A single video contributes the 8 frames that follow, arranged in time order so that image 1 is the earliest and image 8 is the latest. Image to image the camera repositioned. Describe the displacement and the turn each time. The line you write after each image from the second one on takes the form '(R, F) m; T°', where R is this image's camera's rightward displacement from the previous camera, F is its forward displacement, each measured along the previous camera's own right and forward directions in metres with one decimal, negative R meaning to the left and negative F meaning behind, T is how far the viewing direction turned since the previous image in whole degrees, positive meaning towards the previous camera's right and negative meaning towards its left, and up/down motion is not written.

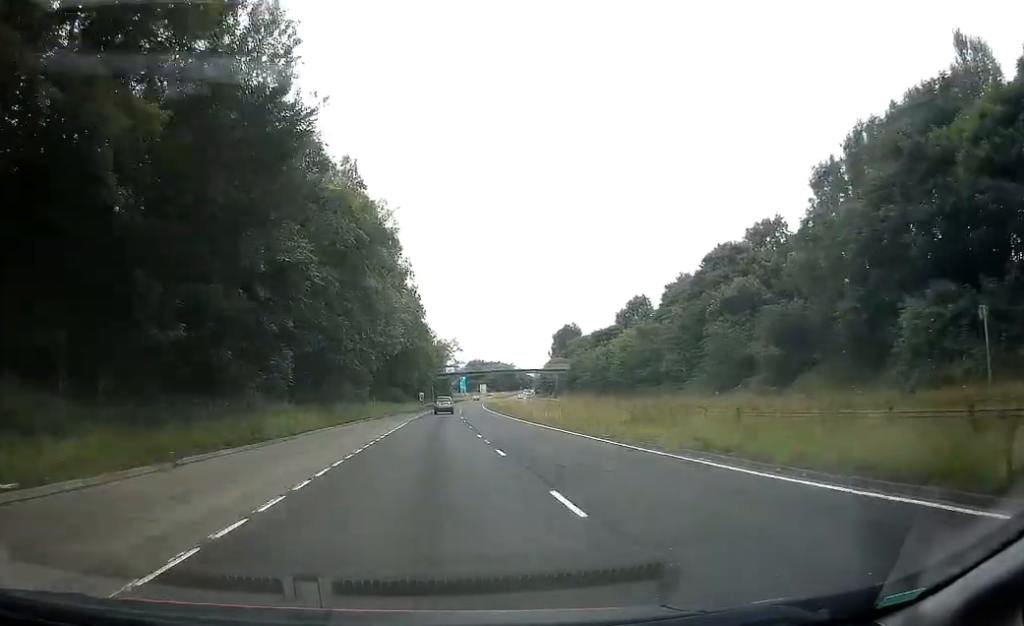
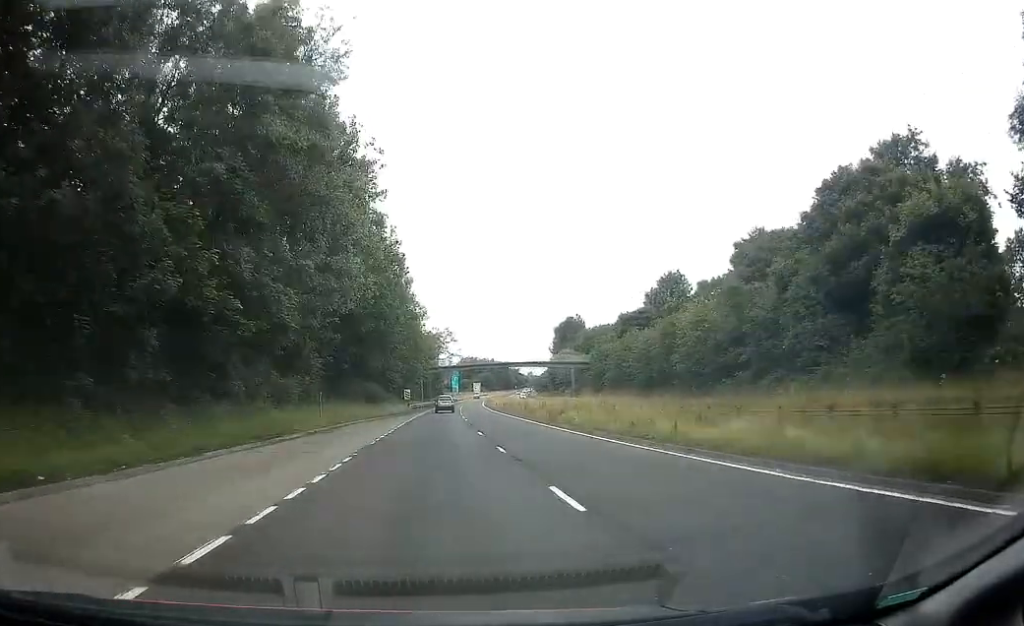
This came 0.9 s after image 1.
(-0.4, +26.8) m; +1°
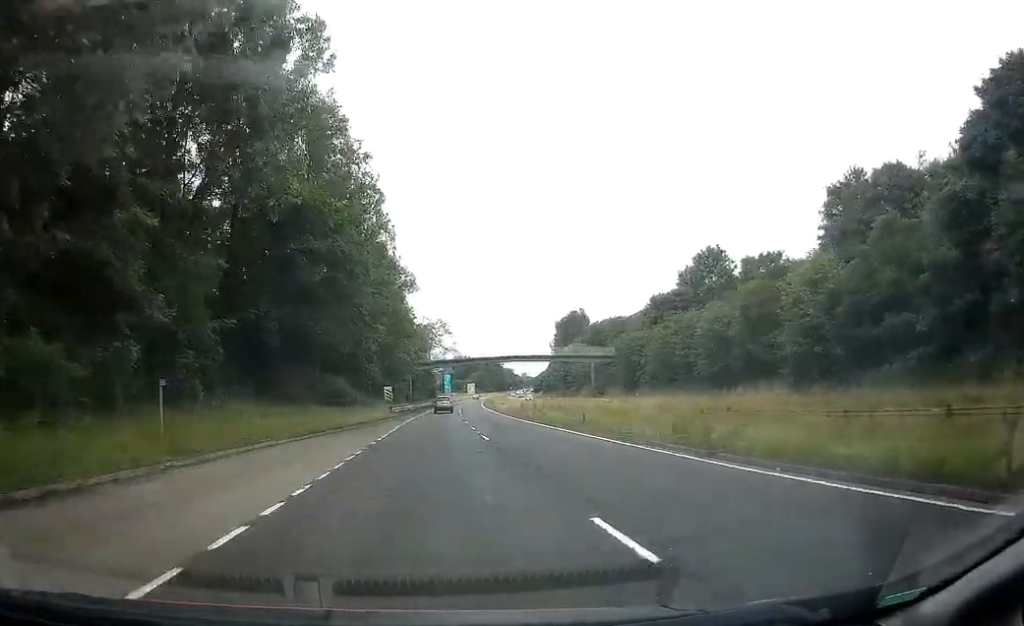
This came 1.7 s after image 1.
(+0.6, +21.1) m; +1°
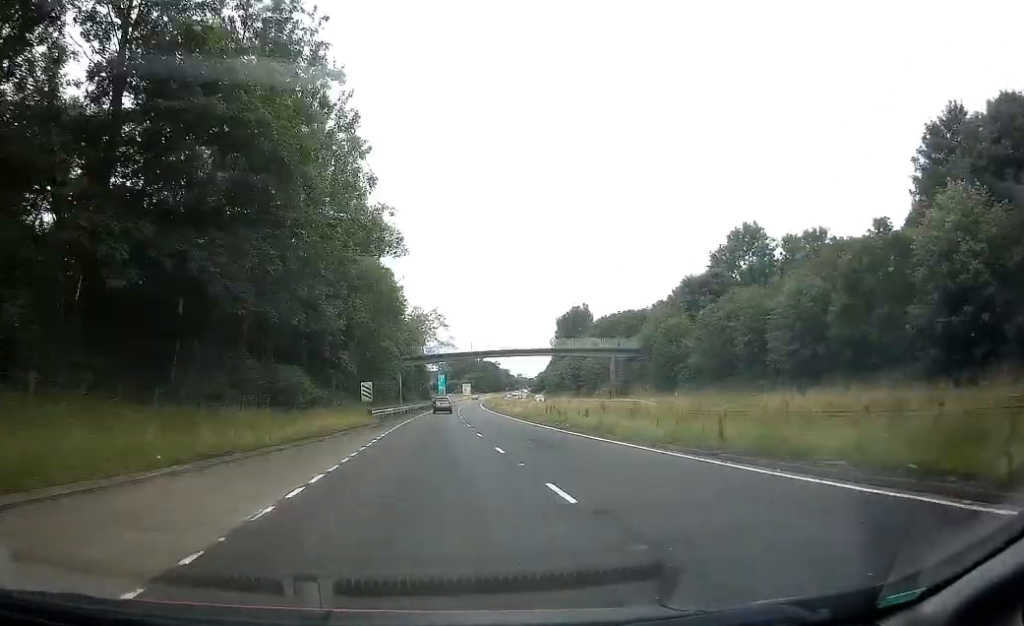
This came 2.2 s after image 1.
(+0.1, +13.4) m; 0°
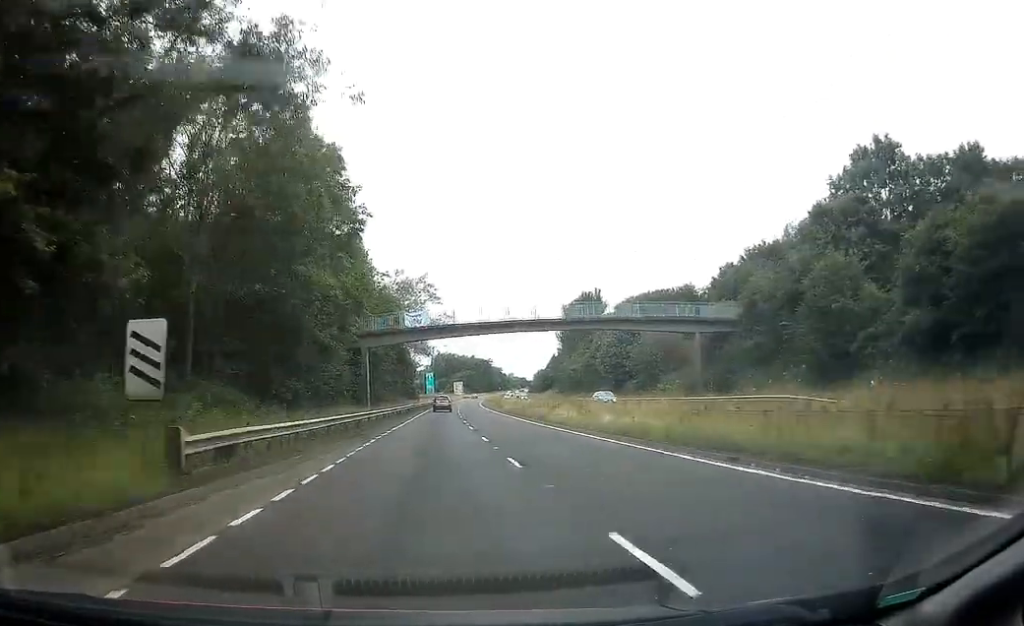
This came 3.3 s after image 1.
(-0.1, +31.7) m; +1°
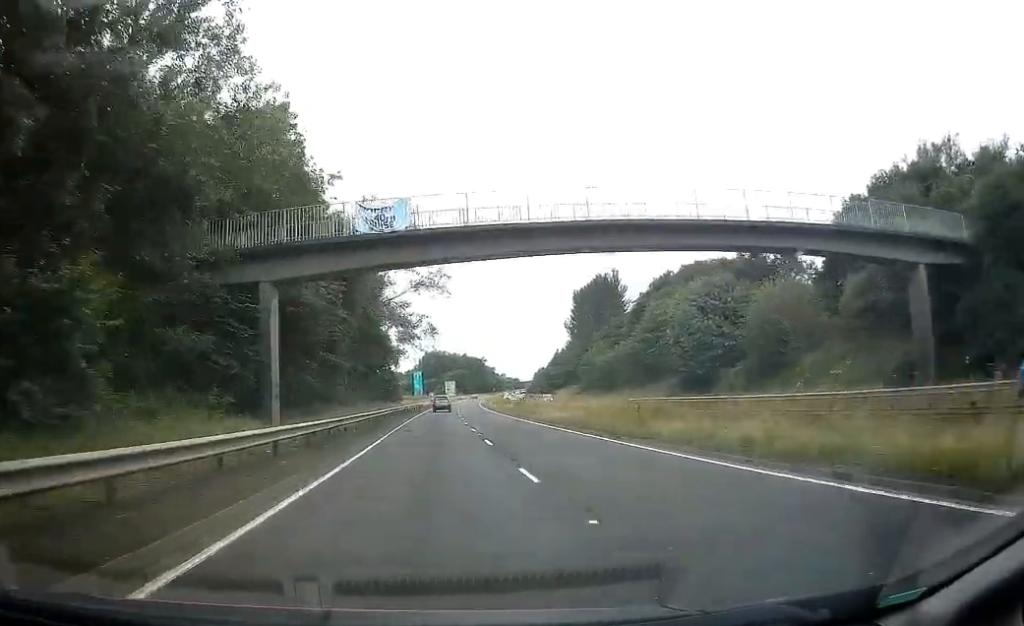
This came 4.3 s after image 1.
(+0.5, +30.0) m; +1°
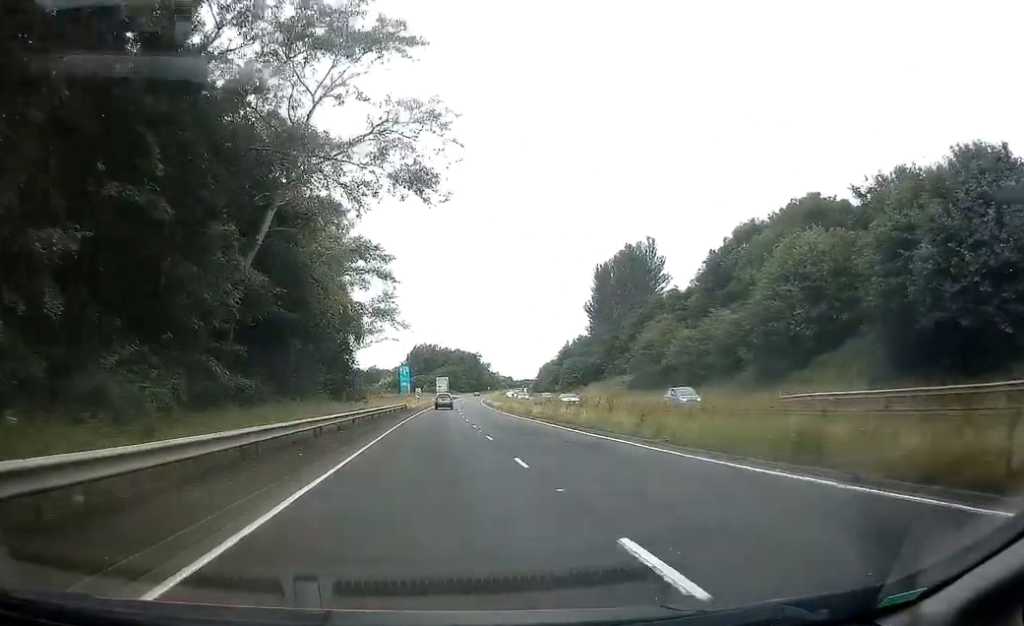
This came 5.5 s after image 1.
(-0.1, +33.0) m; +1°
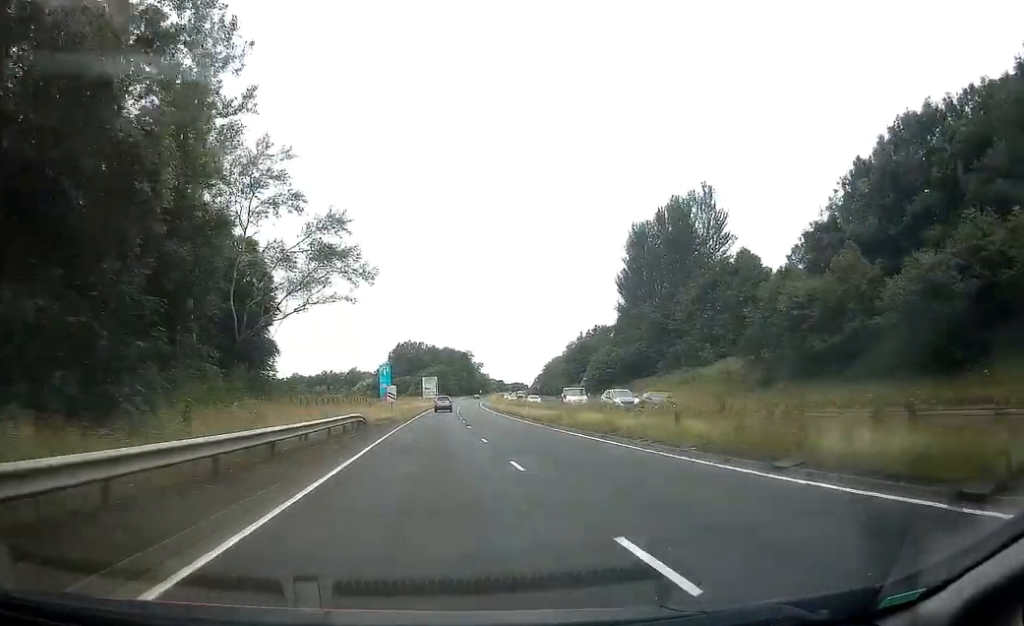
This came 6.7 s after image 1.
(+0.6, +34.9) m; +2°
